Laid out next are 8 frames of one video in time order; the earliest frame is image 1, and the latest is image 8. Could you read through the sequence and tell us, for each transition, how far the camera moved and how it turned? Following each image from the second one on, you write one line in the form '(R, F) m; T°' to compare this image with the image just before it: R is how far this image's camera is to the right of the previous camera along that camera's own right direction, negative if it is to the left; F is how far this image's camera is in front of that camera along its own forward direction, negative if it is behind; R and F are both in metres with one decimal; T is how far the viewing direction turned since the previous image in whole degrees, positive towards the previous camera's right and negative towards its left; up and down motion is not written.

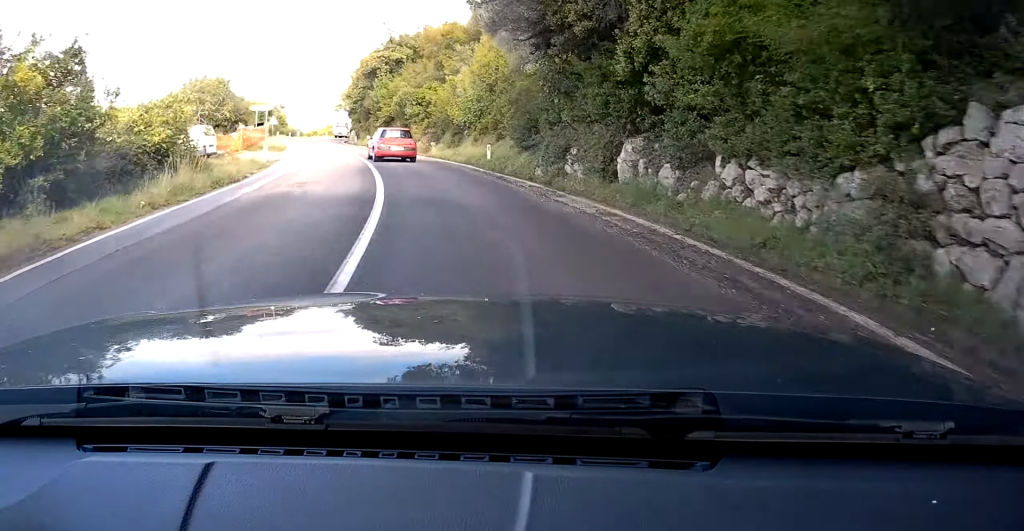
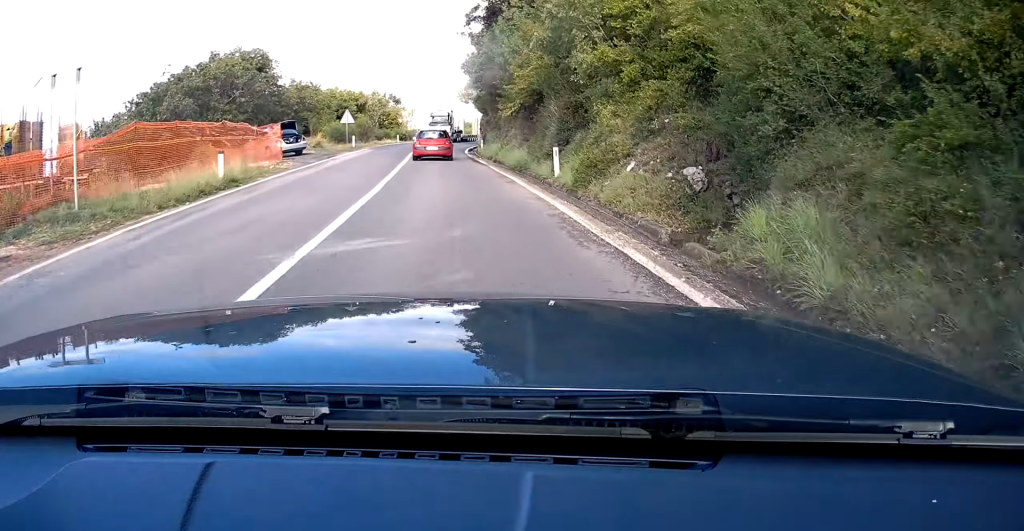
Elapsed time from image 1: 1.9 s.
(-3.3, +29.9) m; -10°
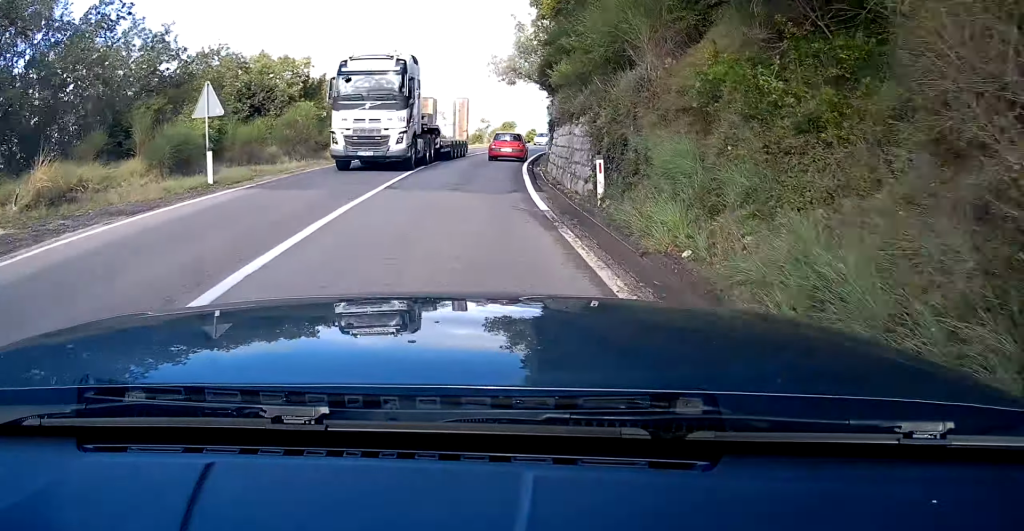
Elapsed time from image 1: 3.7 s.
(-2.4, +29.9) m; -4°
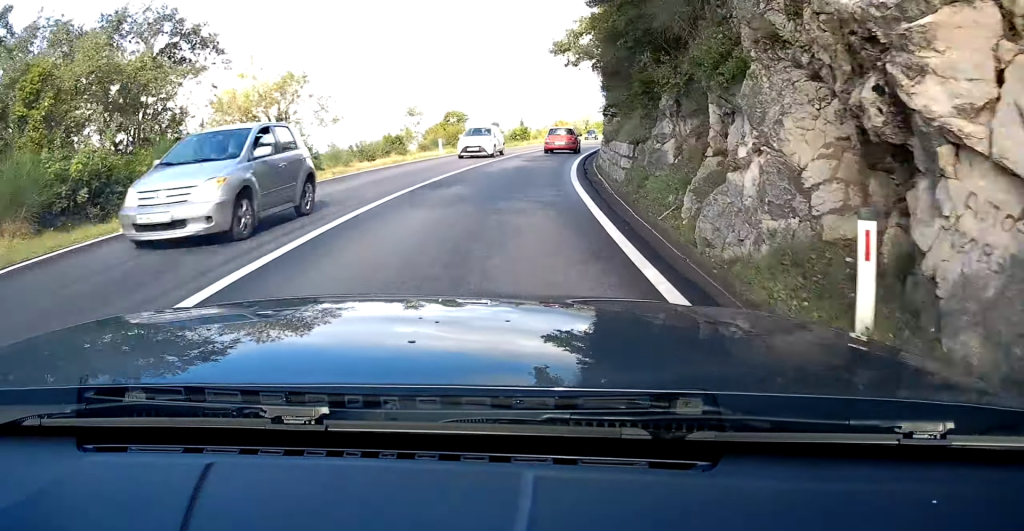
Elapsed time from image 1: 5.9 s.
(+0.4, +33.3) m; +5°
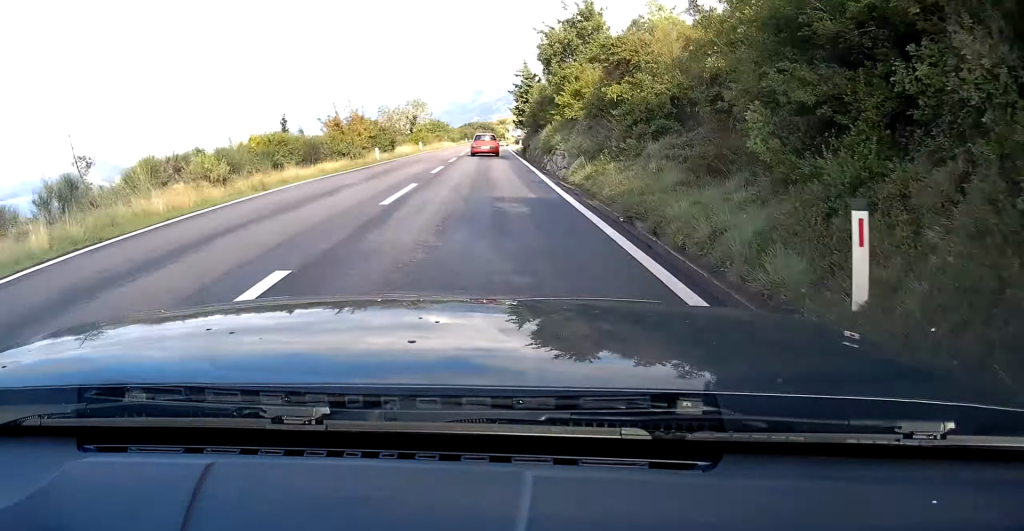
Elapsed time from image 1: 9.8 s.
(+8.0, +61.1) m; +12°
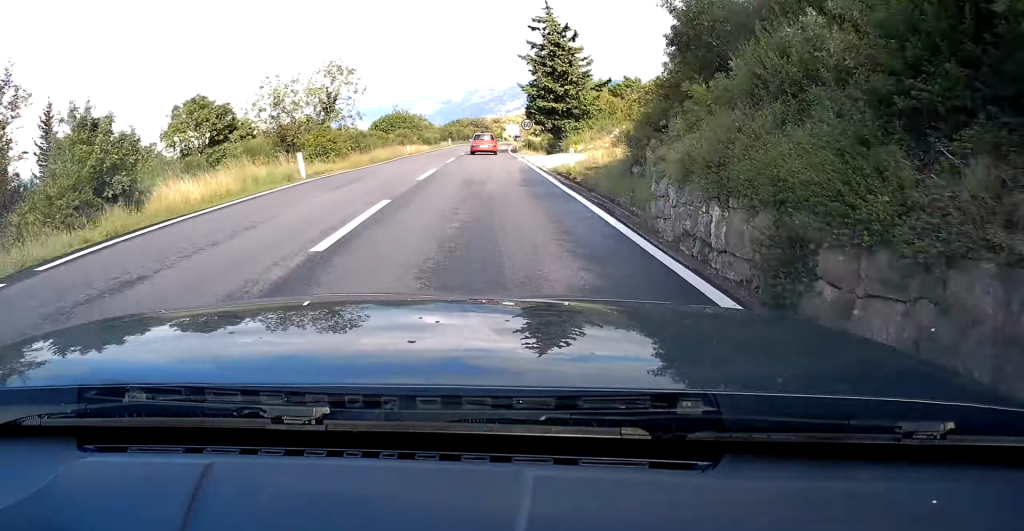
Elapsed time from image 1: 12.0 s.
(+0.8, +36.0) m; +2°
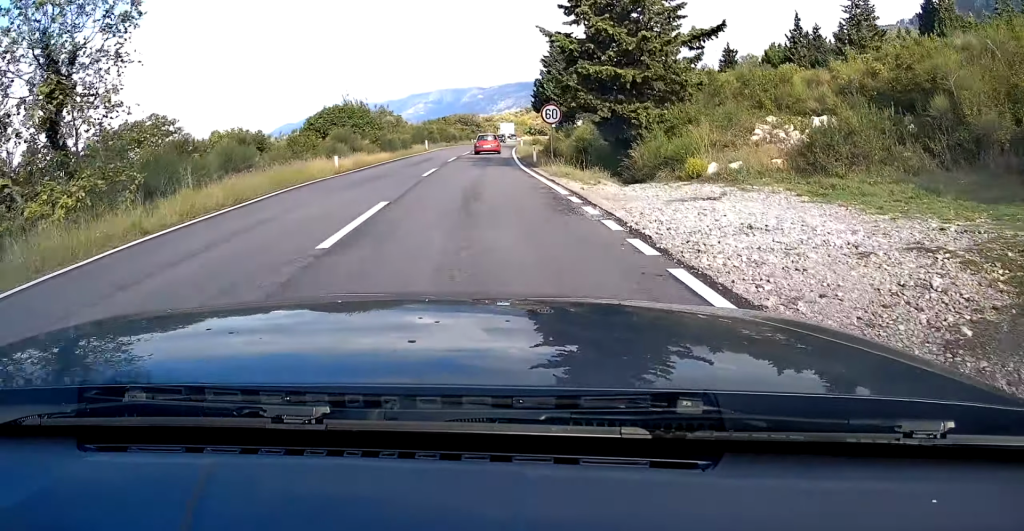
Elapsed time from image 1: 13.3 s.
(+0.2, +22.9) m; +1°
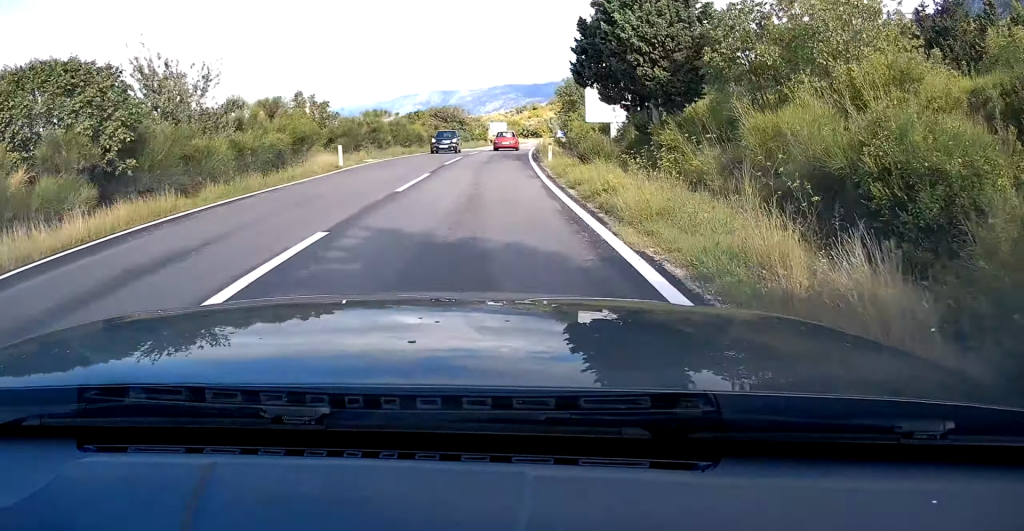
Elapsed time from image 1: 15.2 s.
(+0.3, +30.6) m; +2°
